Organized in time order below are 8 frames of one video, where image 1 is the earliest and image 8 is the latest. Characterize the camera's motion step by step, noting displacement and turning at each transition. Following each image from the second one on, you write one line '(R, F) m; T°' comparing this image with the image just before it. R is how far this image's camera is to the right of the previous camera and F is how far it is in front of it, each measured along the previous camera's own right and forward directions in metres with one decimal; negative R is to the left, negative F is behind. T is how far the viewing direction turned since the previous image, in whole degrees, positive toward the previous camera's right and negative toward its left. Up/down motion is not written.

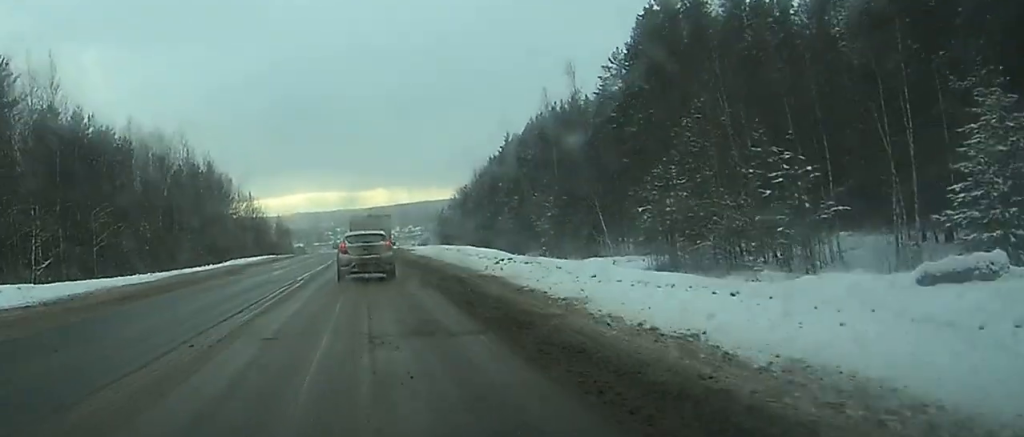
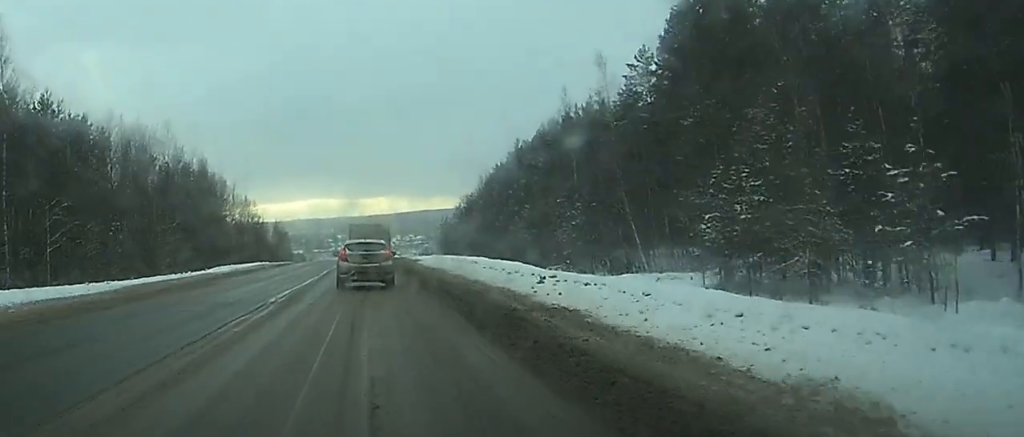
(0.0, +9.0) m; 0°
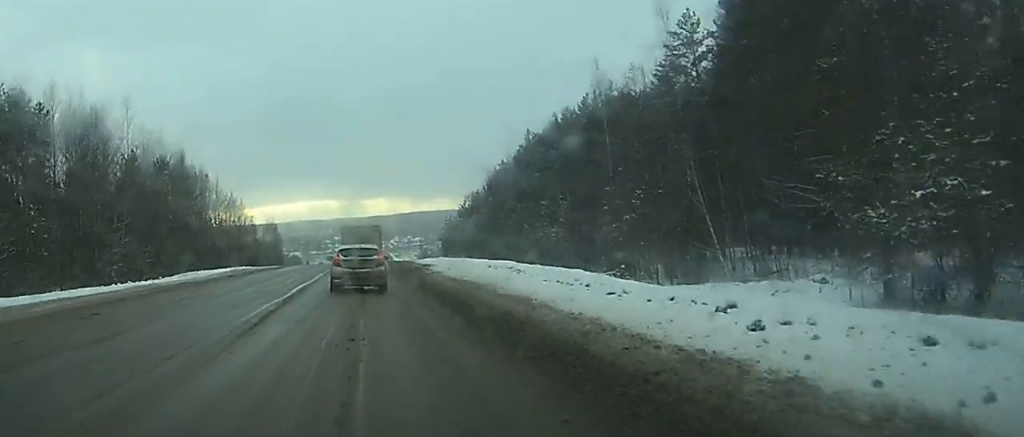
(0.0, +15.4) m; 0°
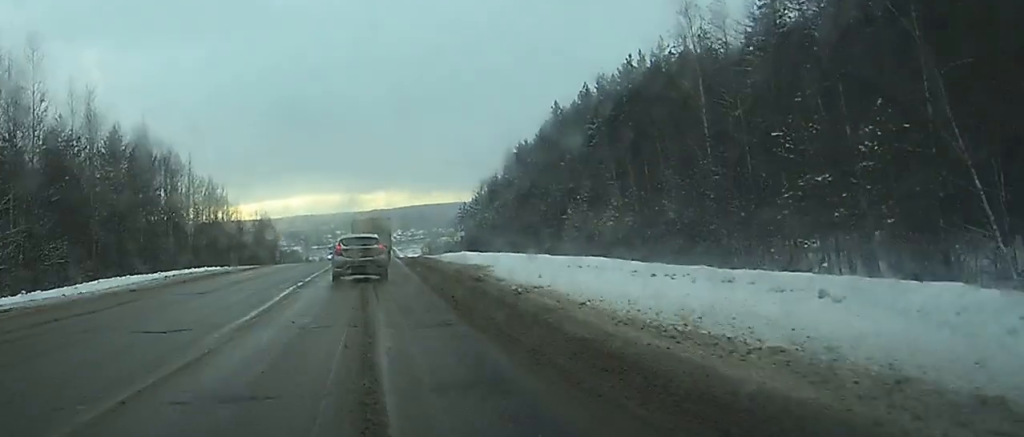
(-0.1, +23.5) m; -1°
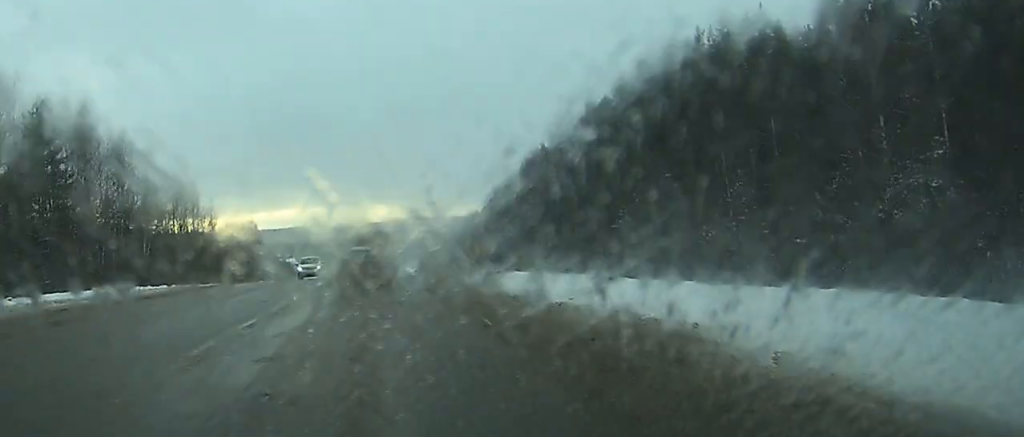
(-0.2, +21.2) m; -1°
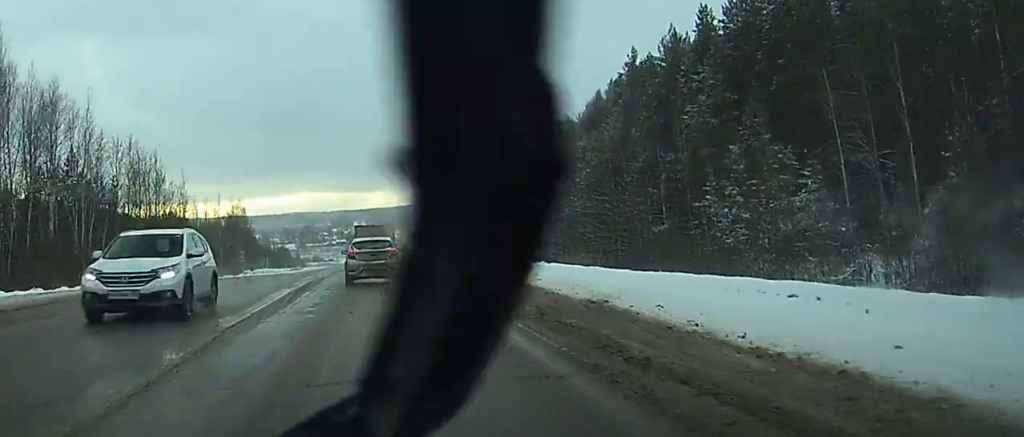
(+0.1, +20.3) m; 0°
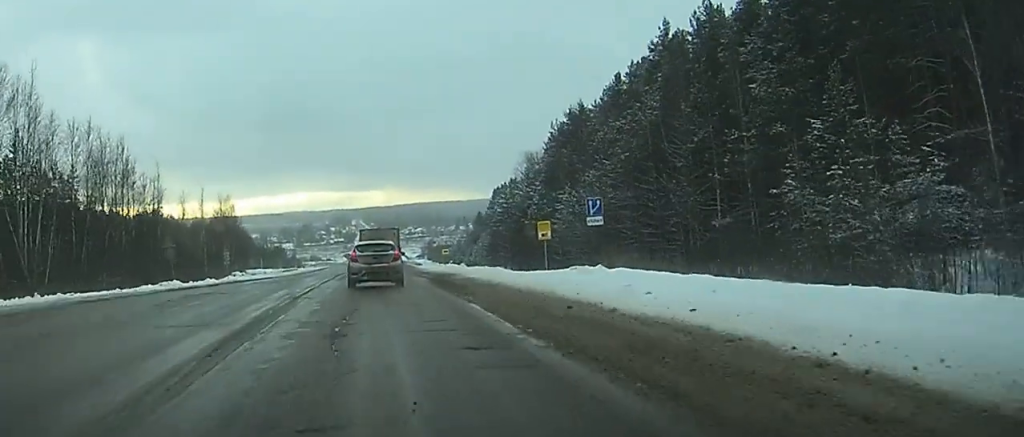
(0.0, +12.1) m; 0°
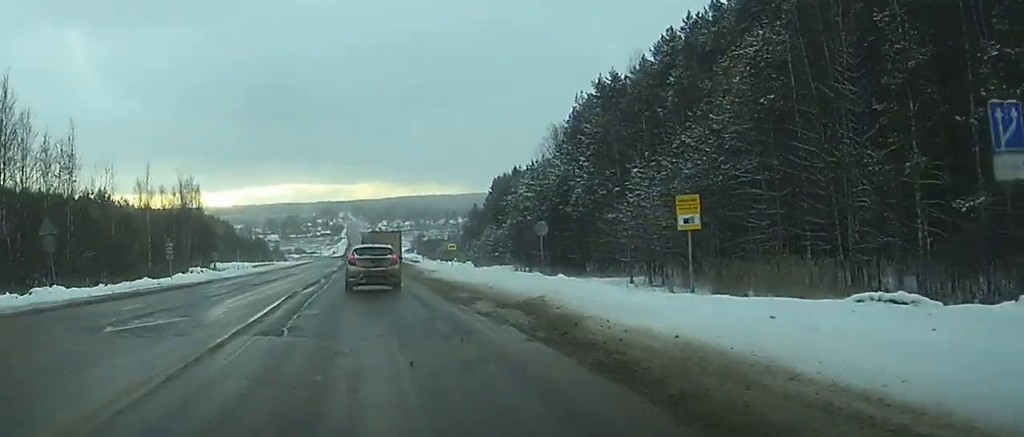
(-0.1, +25.1) m; 0°
